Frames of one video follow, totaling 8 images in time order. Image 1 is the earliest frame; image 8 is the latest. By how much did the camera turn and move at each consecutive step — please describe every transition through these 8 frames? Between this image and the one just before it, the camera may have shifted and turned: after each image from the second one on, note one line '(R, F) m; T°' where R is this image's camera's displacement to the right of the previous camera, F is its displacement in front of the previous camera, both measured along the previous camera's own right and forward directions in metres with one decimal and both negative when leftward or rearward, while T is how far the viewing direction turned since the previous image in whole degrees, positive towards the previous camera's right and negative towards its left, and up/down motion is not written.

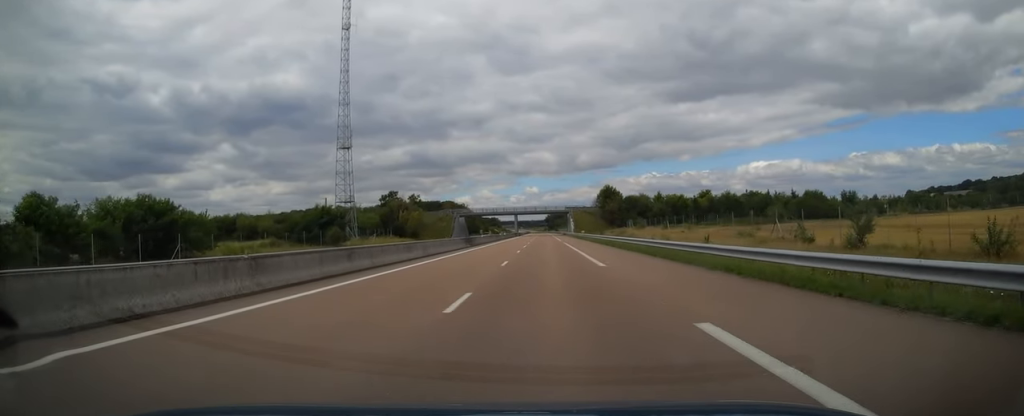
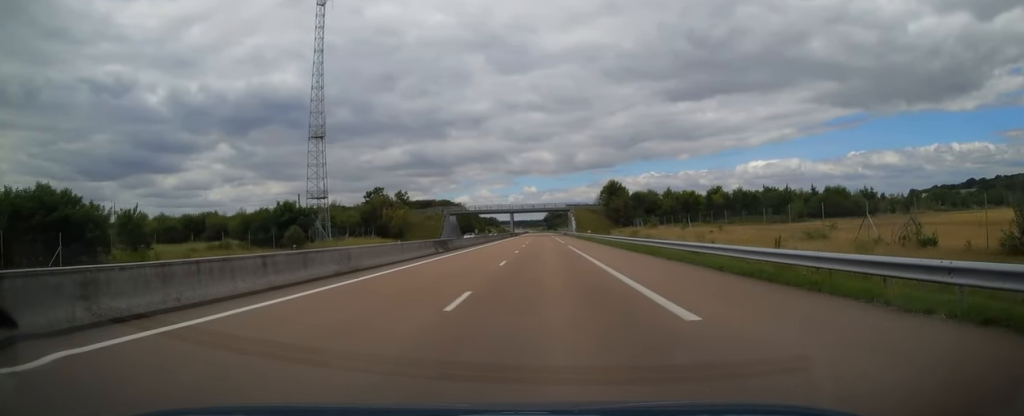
(0.0, +12.7) m; 0°
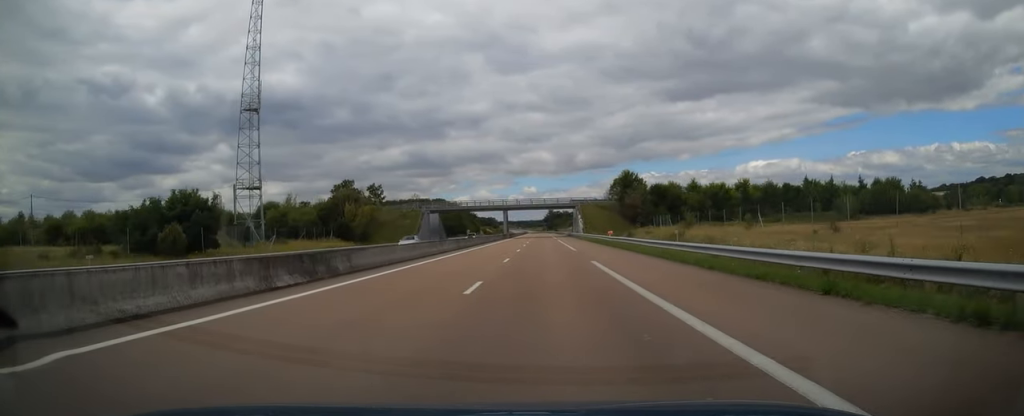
(0.0, +22.9) m; 0°
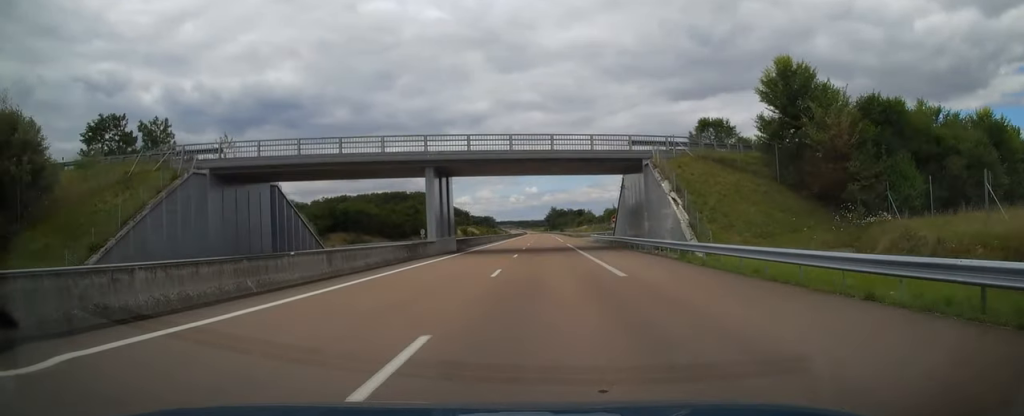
(+0.8, +72.8) m; +1°
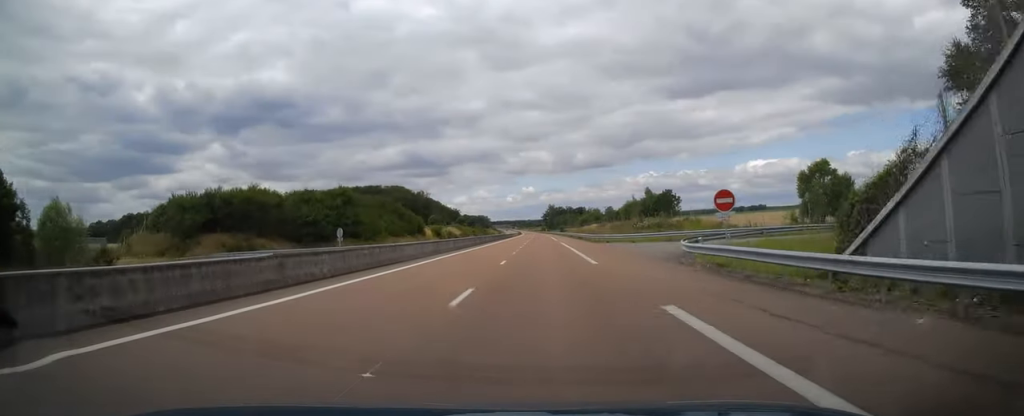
(-0.7, +45.4) m; -1°
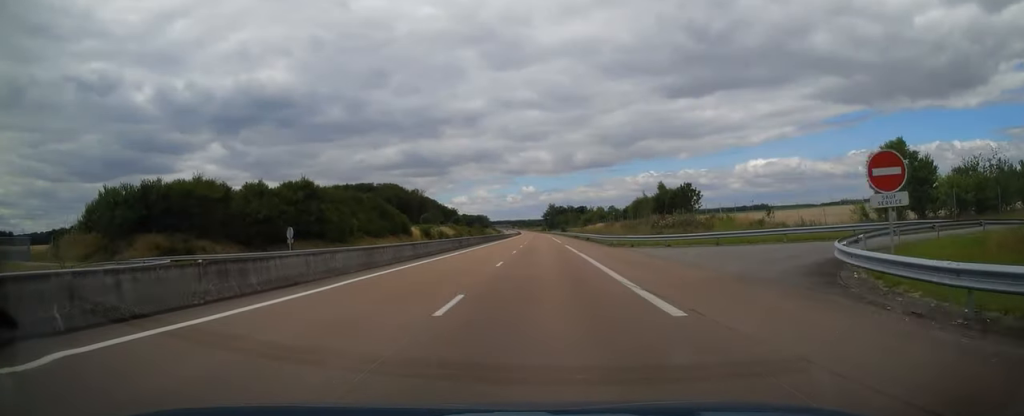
(0.0, +14.1) m; 0°
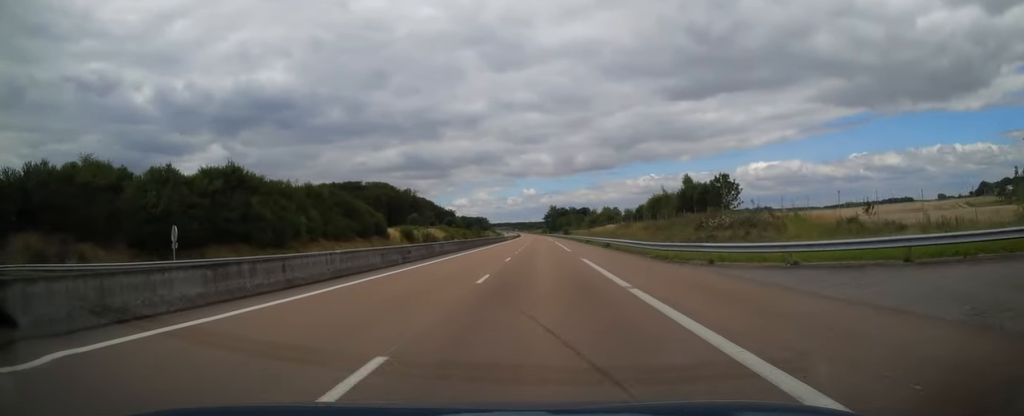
(0.0, +19.0) m; 0°
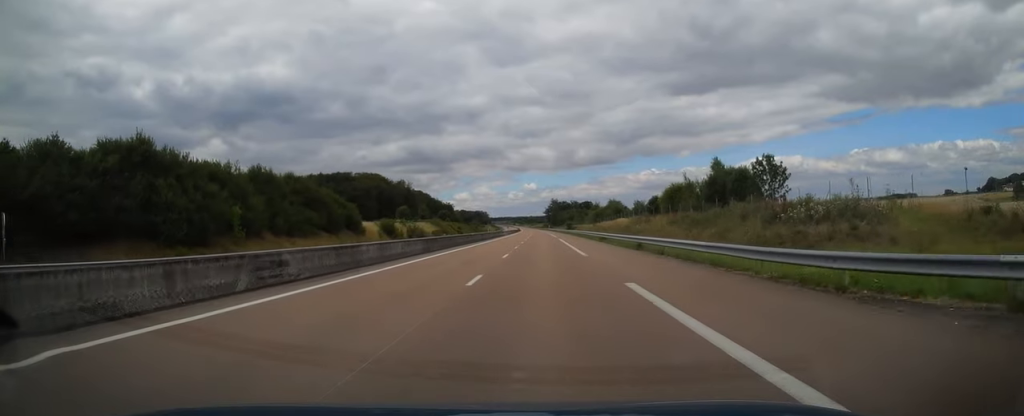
(0.0, +15.1) m; 0°
